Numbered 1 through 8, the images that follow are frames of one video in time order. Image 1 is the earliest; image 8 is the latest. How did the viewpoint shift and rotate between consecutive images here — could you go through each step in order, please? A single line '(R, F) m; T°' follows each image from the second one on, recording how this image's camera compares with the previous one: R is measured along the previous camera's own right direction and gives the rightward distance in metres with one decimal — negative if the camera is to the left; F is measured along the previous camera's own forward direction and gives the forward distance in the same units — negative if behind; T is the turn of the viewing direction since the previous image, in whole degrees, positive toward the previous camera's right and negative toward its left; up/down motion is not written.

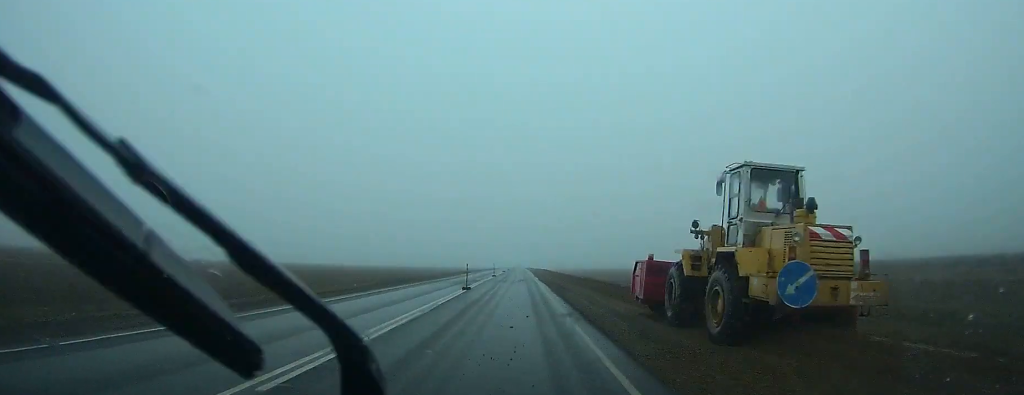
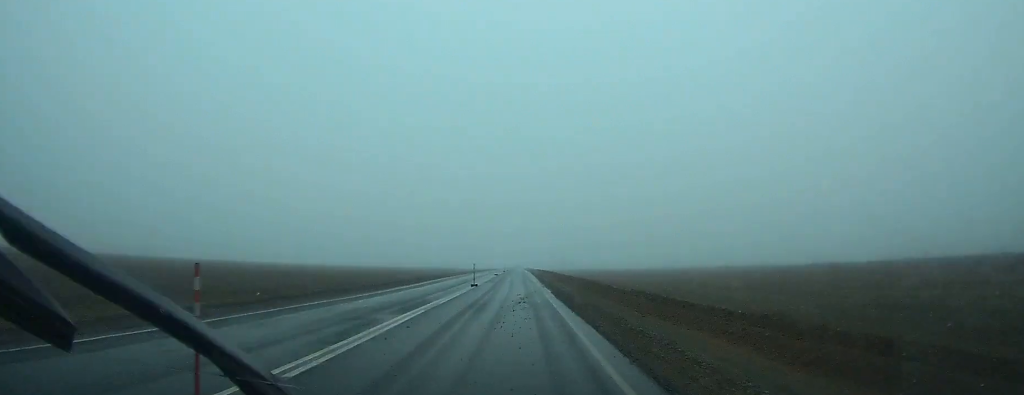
(0.0, +24.2) m; 0°
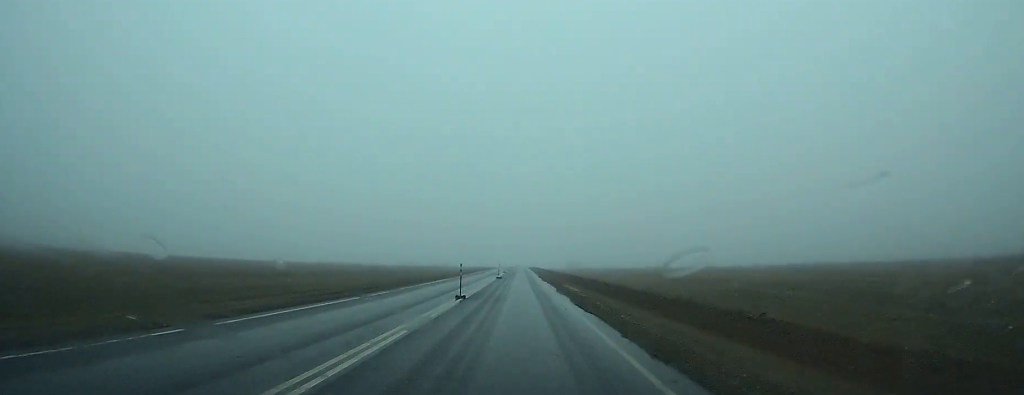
(-0.6, +111.6) m; 0°
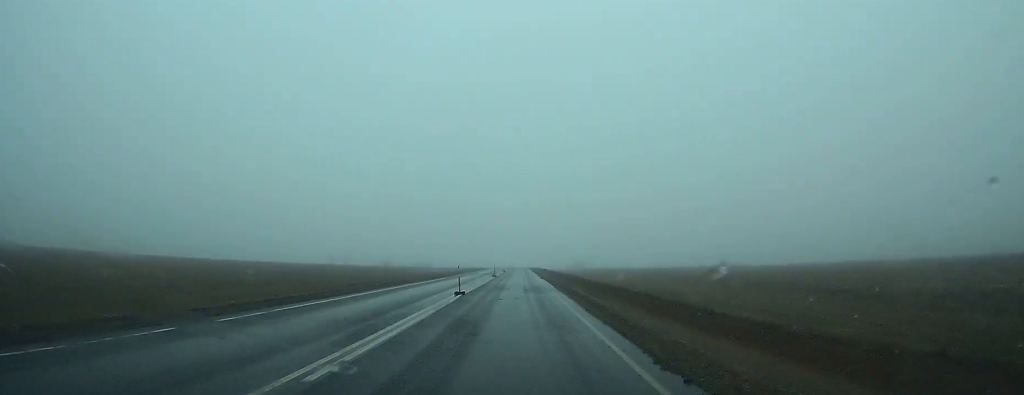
(+0.1, +55.5) m; 0°
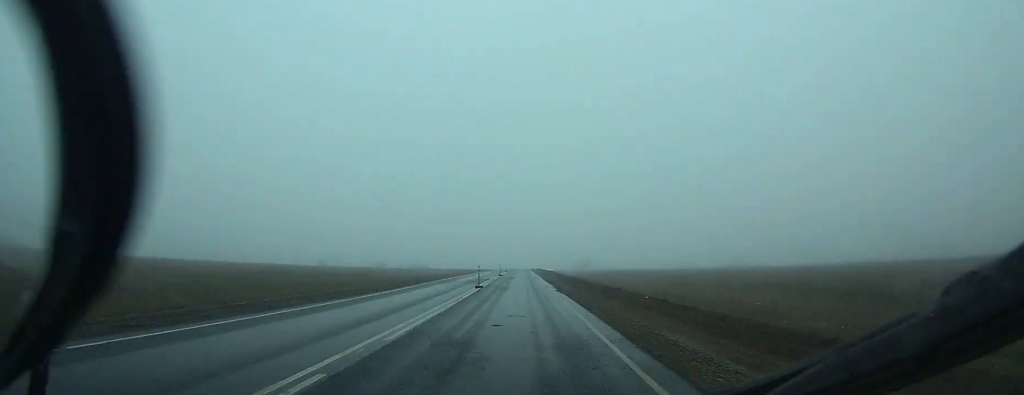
(+0.1, +20.4) m; 0°
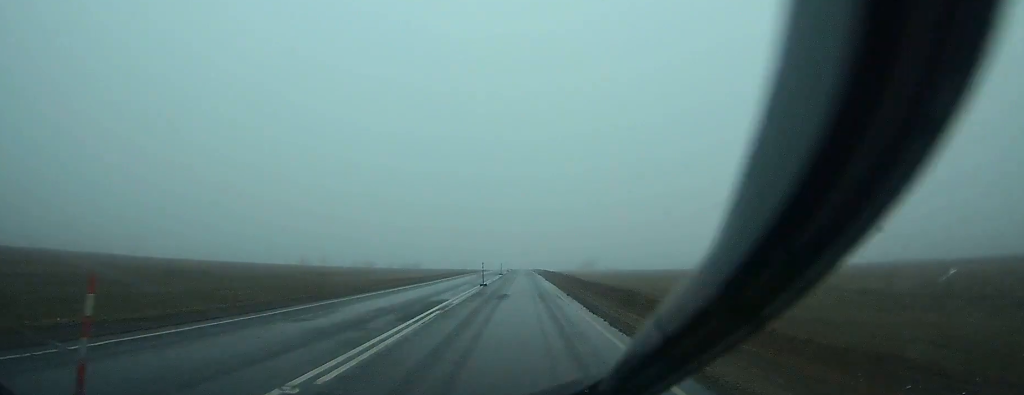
(+0.1, +27.5) m; 0°
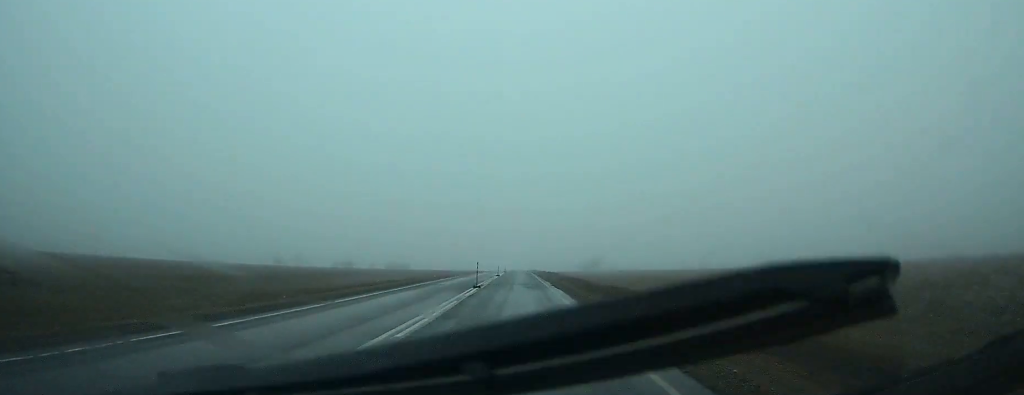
(-0.1, +31.7) m; 0°
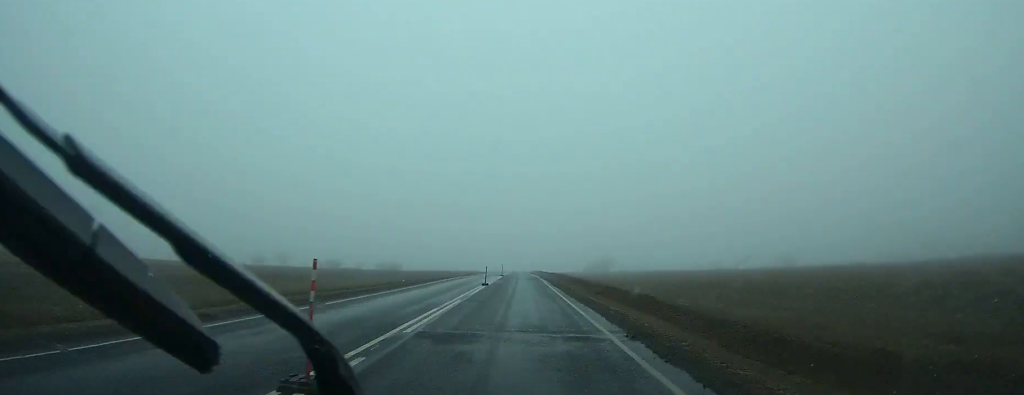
(-0.1, +24.4) m; 0°
